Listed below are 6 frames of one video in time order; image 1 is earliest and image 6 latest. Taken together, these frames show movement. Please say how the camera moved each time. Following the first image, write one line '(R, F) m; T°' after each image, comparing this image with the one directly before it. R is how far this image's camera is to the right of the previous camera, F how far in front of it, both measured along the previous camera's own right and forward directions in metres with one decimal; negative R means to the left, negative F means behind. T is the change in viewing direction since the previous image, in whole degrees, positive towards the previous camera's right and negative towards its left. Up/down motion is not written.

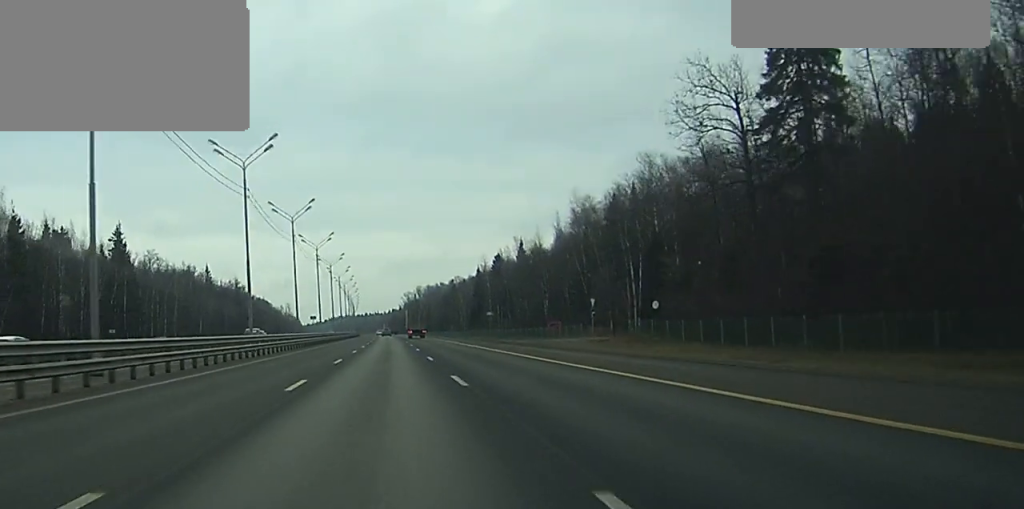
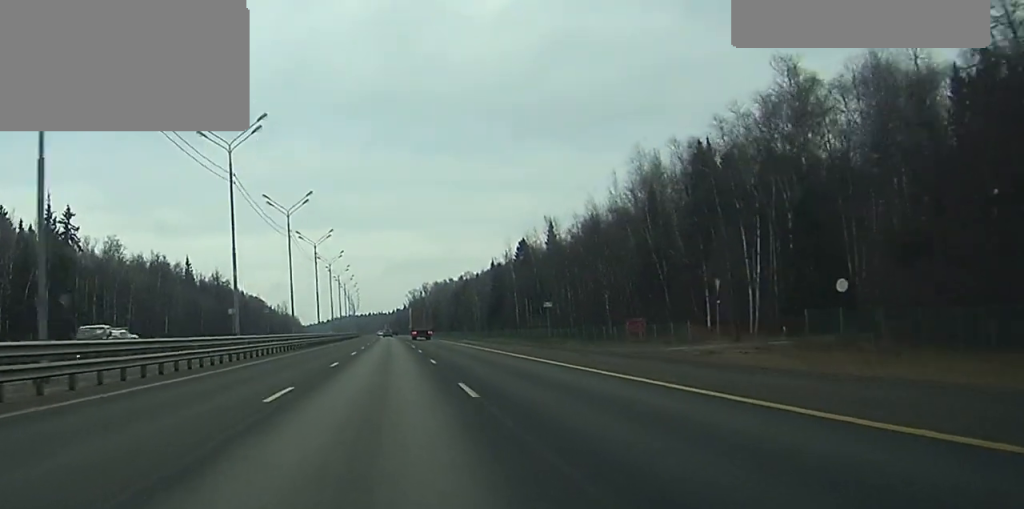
(-0.1, +34.9) m; 0°
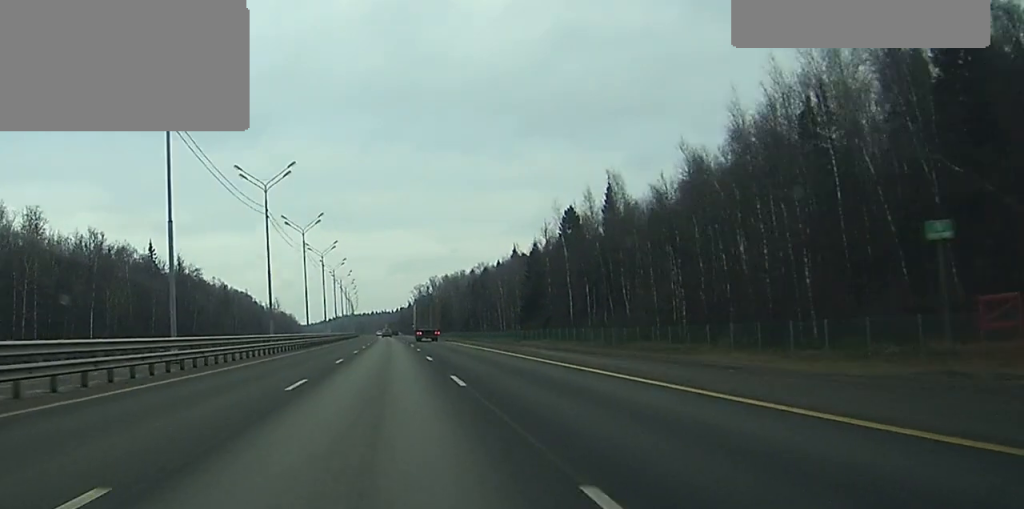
(-0.1, +45.1) m; 0°
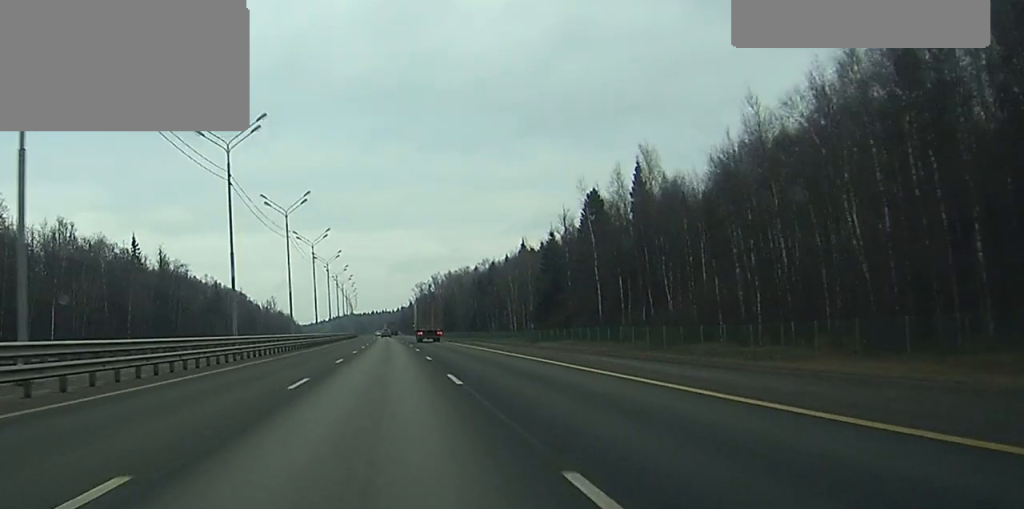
(0.0, +15.3) m; 0°
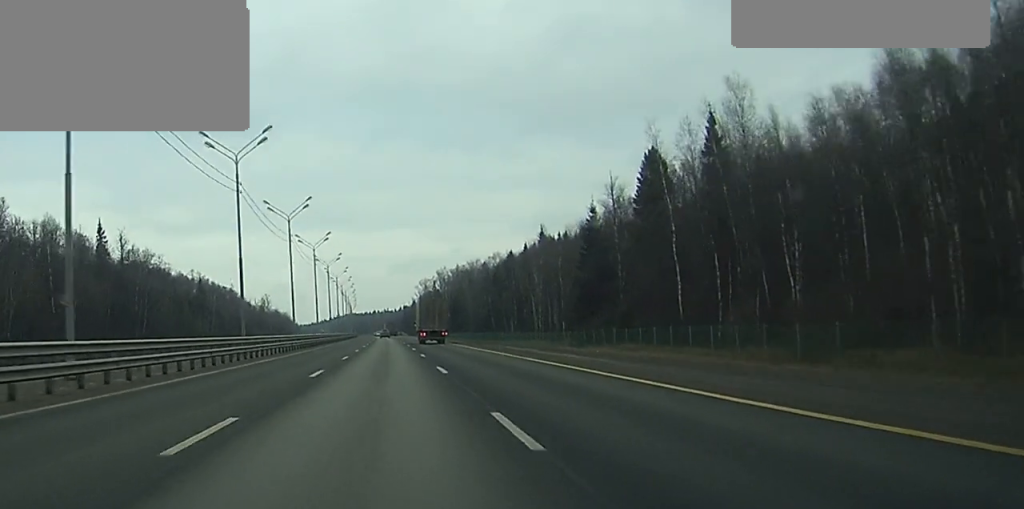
(0.0, +26.6) m; 0°
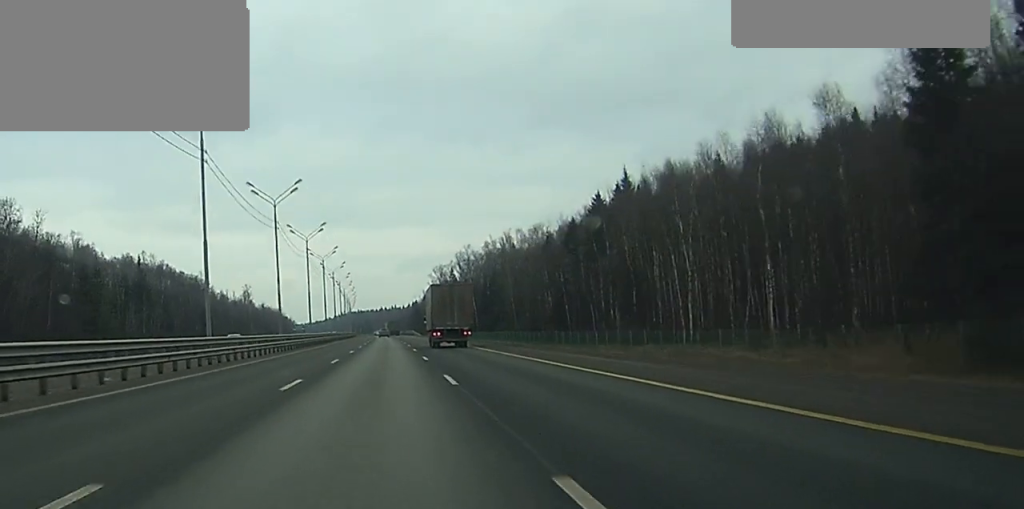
(-0.1, +69.5) m; 0°
